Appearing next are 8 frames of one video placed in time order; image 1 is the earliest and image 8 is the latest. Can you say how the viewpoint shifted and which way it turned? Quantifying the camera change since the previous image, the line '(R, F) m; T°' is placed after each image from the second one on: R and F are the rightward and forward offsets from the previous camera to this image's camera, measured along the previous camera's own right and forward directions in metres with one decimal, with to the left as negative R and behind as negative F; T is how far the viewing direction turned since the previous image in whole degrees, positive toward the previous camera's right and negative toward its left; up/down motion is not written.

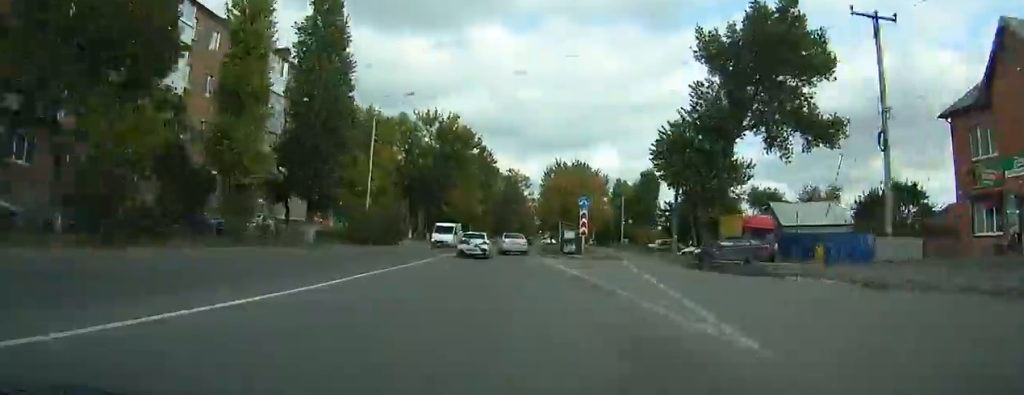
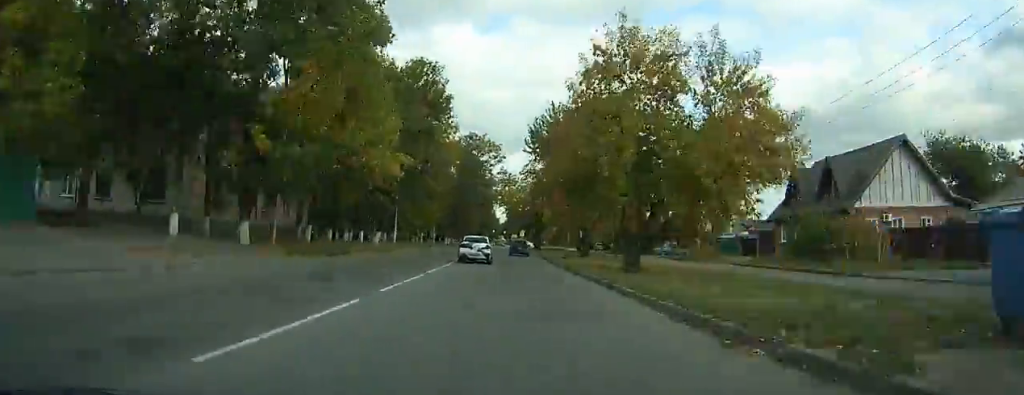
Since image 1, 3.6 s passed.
(-0.3, +51.2) m; +1°
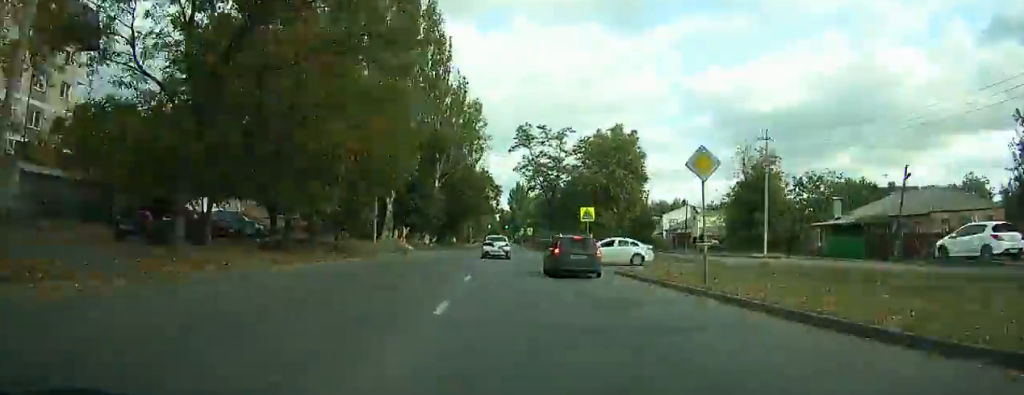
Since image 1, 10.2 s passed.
(+3.0, +99.5) m; +2°
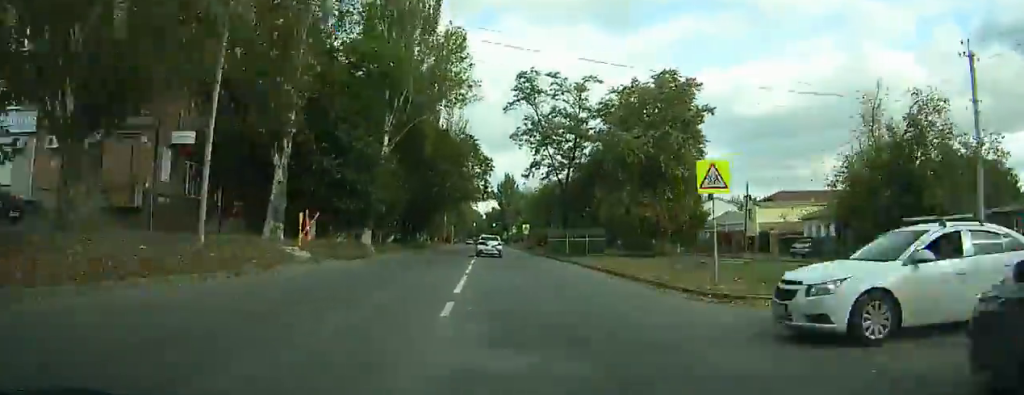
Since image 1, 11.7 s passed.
(0.0, +23.6) m; 0°
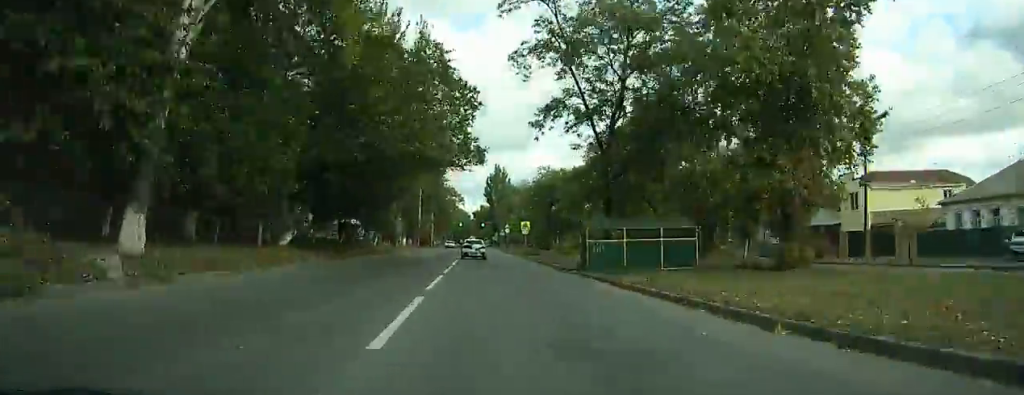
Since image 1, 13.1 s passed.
(+0.1, +22.4) m; 0°
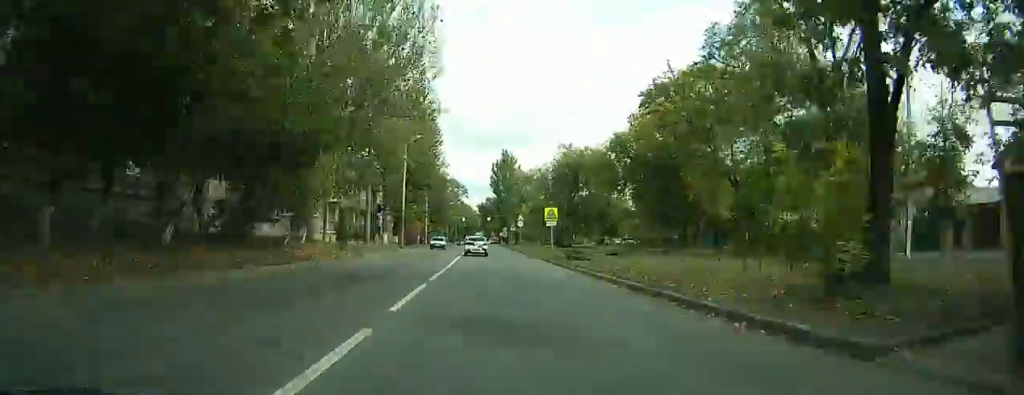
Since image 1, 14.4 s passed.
(+0.1, +20.9) m; 0°
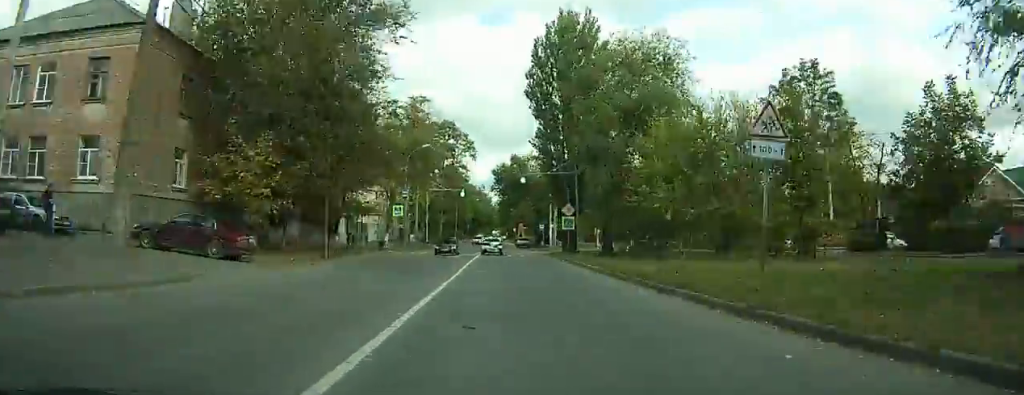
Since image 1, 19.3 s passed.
(-0.6, +79.5) m; -1°
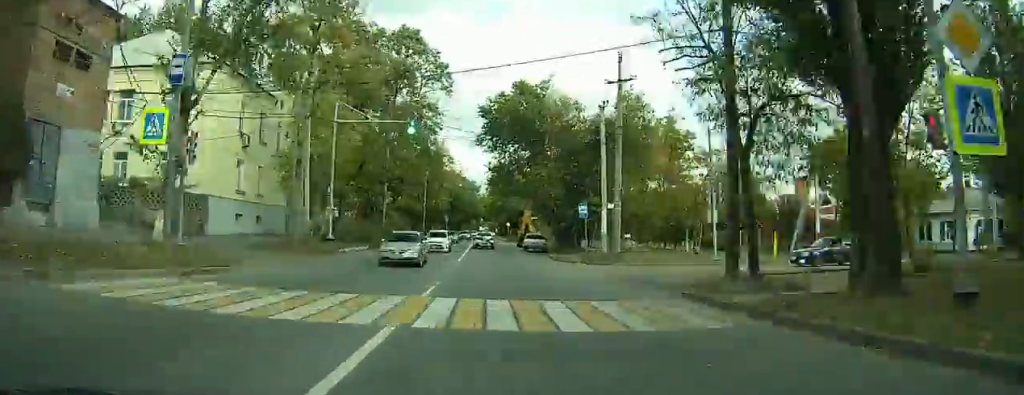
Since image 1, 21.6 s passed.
(-0.3, +37.6) m; -1°
